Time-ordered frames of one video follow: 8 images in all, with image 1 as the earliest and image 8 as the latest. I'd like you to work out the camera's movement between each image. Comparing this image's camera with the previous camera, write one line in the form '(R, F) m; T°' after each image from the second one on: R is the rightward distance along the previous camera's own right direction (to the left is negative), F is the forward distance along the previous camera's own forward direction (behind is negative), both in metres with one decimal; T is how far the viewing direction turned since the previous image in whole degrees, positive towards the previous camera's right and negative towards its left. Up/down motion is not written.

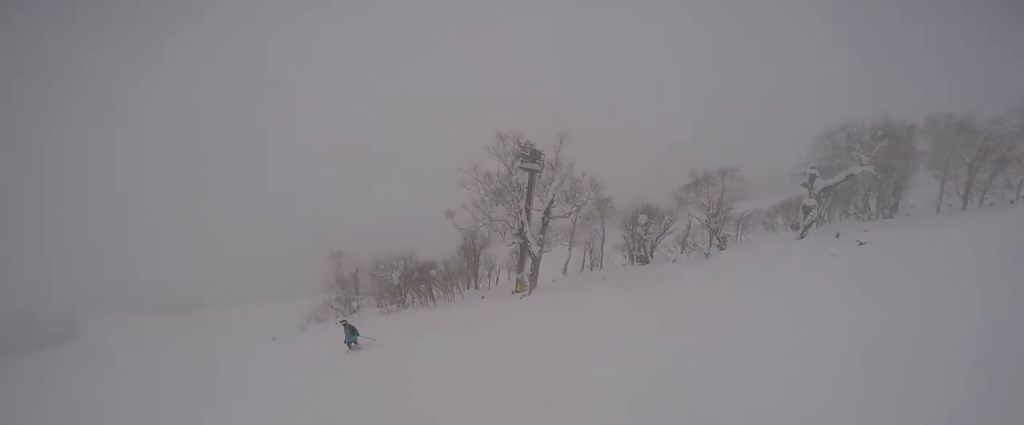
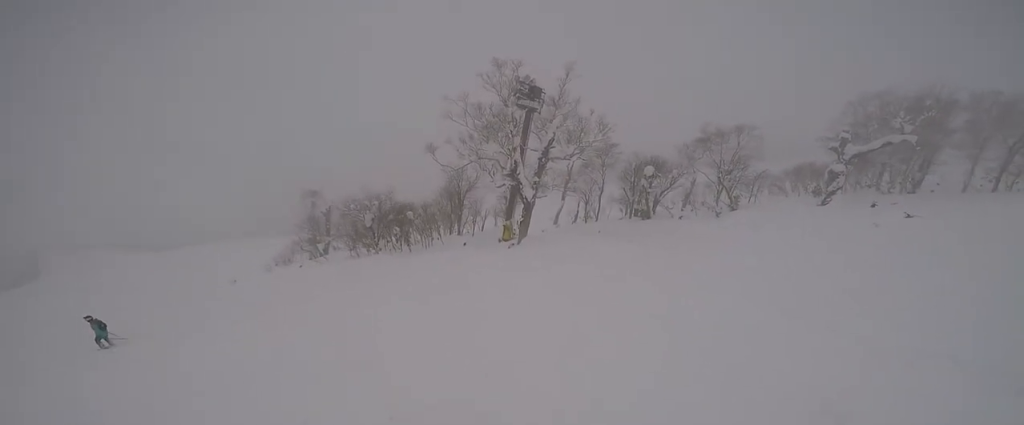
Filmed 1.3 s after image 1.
(+0.6, +3.4) m; +9°
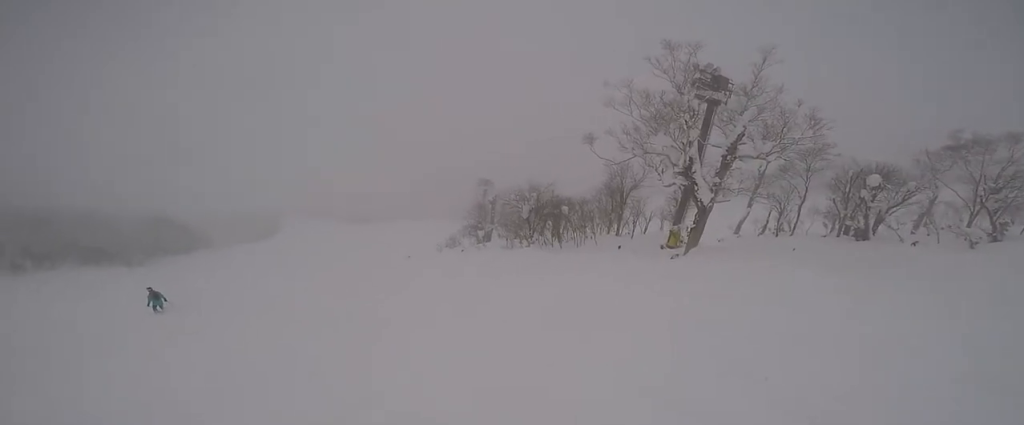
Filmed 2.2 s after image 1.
(0.0, +2.7) m; -15°
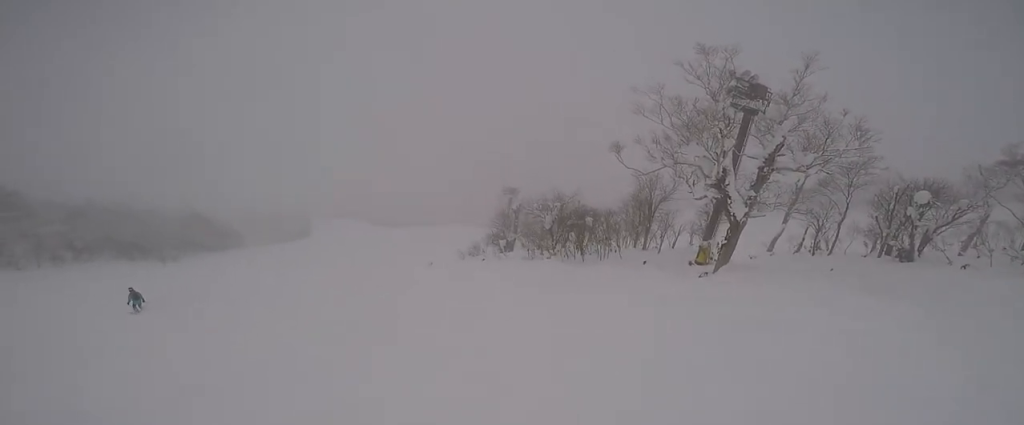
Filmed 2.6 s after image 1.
(+0.1, +1.2) m; -11°
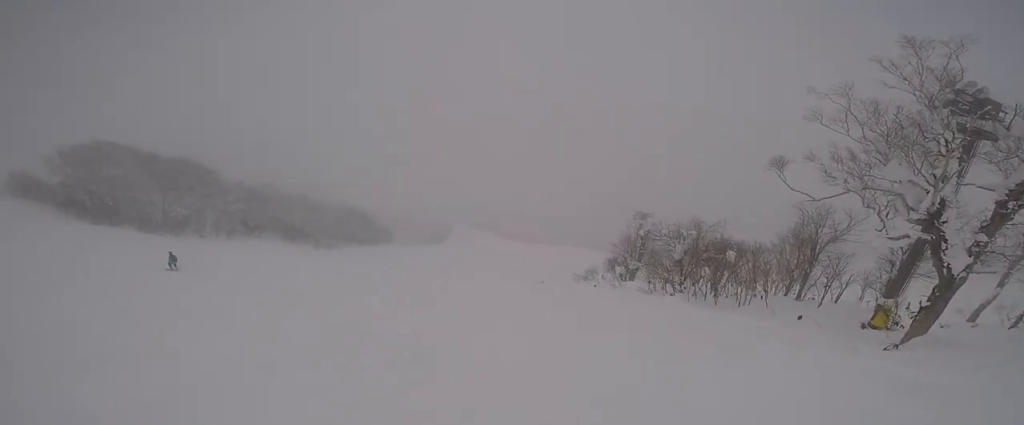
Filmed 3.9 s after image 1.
(-1.9, +3.7) m; -52°
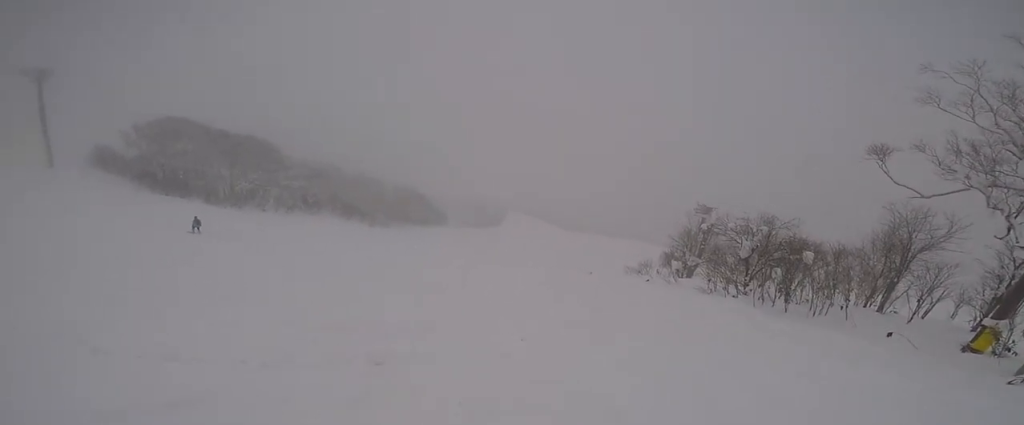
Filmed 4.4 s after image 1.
(-0.1, +1.9) m; -22°
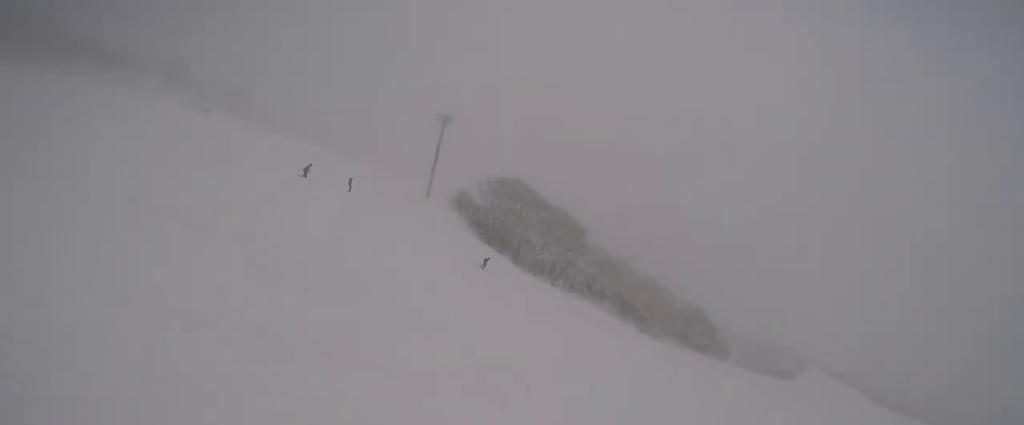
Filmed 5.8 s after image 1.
(-2.2, +5.7) m; -24°
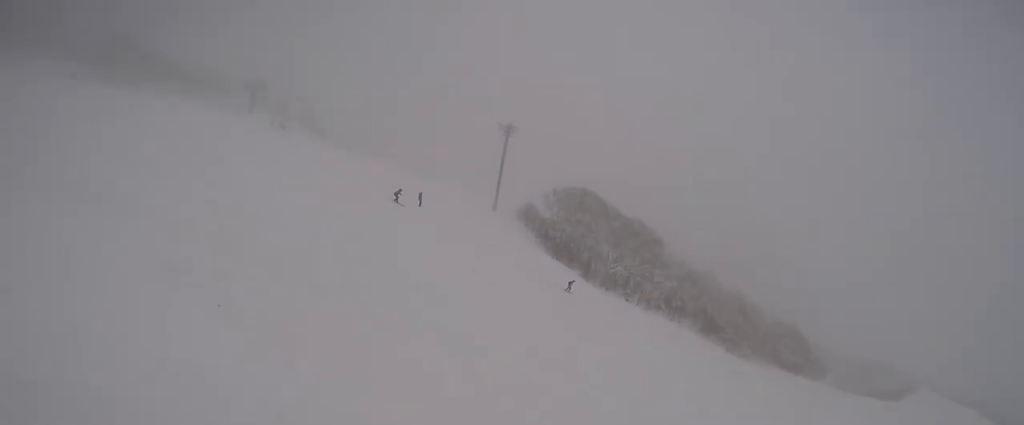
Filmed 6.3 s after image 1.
(0.0, +2.1) m; -1°
